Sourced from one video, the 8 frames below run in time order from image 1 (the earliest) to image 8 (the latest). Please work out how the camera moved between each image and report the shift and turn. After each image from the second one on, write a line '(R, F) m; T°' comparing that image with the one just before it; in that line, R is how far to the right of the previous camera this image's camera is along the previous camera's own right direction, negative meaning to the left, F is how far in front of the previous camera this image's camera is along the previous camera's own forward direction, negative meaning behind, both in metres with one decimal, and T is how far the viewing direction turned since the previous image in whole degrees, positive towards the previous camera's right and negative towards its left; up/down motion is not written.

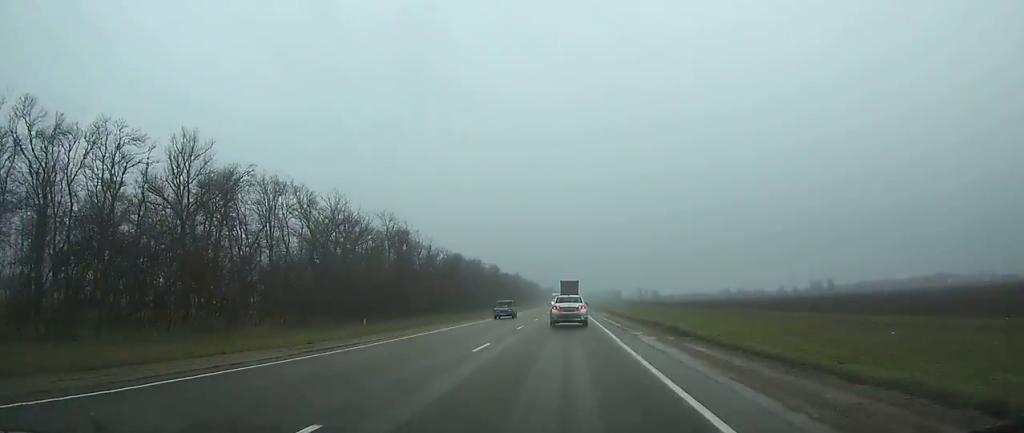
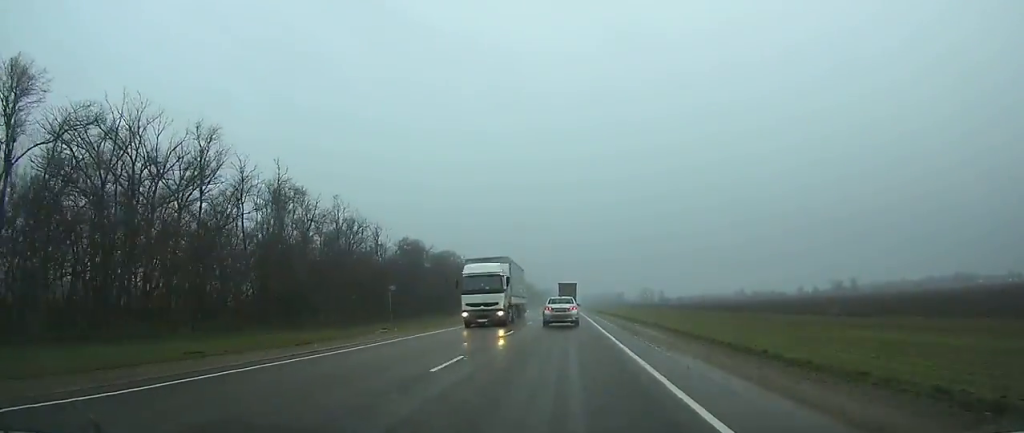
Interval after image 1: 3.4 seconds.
(-0.3, +64.2) m; 0°
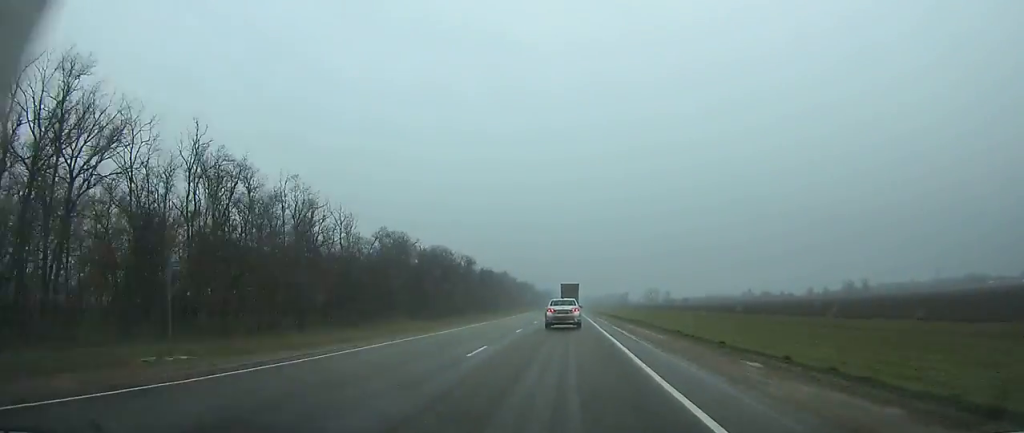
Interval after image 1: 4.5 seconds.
(0.0, +20.1) m; 0°
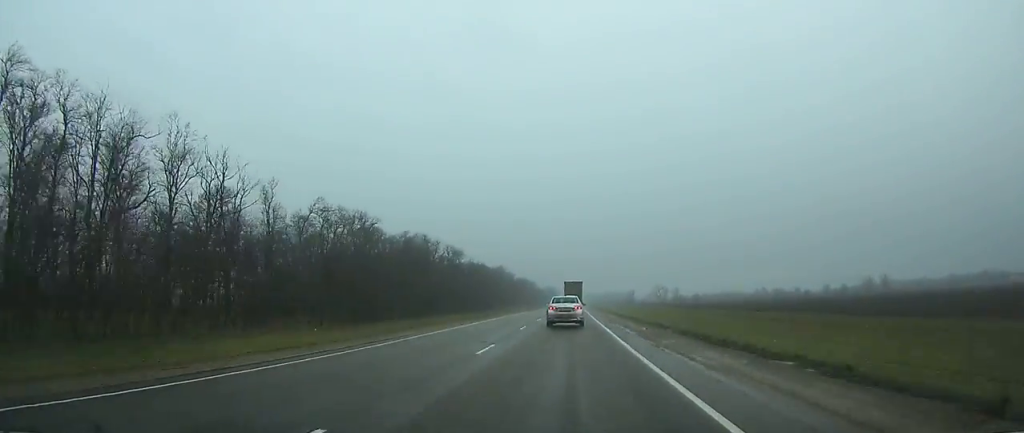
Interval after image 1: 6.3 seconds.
(-0.1, +35.2) m; 0°
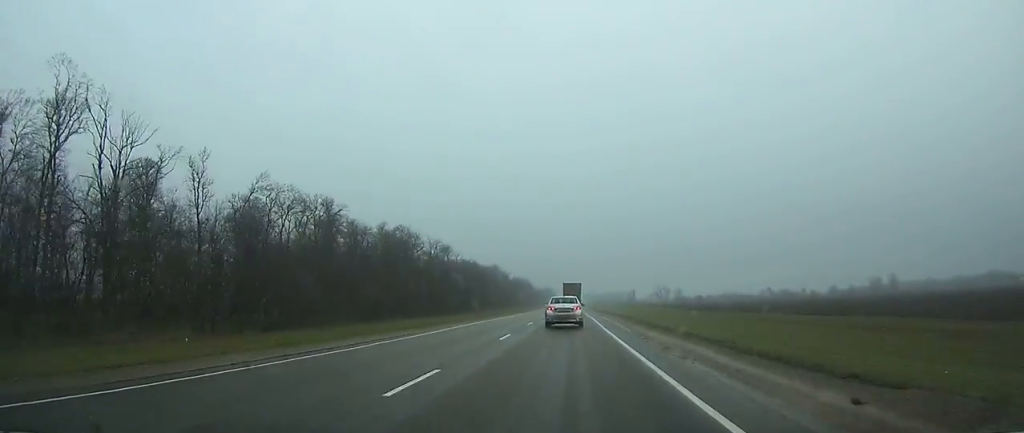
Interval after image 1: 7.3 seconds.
(+0.1, +18.8) m; 0°
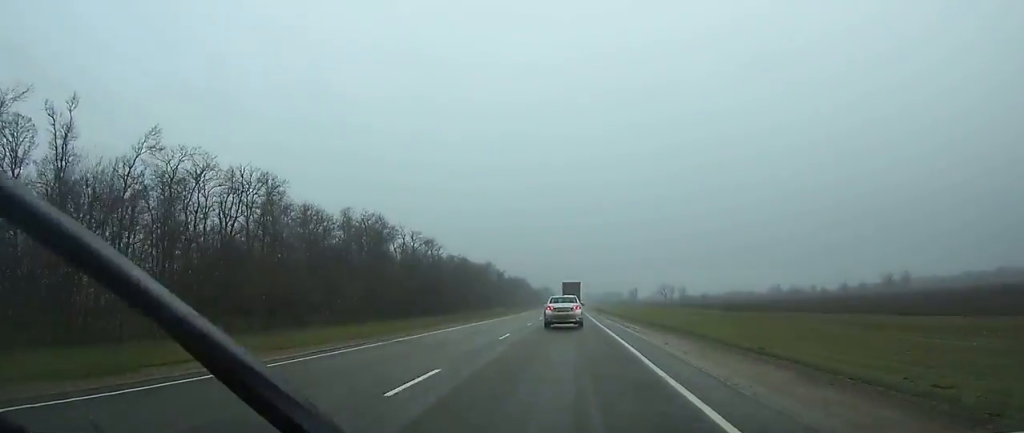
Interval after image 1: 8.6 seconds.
(+0.1, +23.8) m; 0°
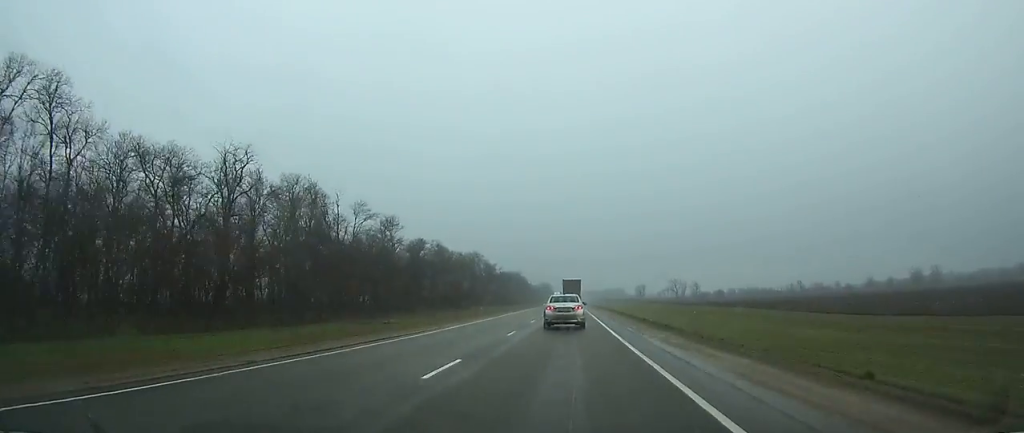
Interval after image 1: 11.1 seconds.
(+0.1, +46.2) m; 0°
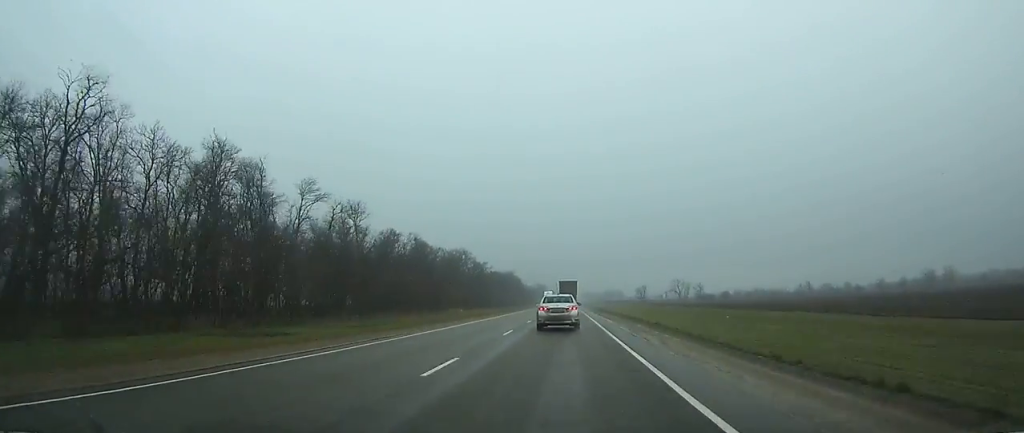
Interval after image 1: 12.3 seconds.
(0.0, +23.7) m; 0°
